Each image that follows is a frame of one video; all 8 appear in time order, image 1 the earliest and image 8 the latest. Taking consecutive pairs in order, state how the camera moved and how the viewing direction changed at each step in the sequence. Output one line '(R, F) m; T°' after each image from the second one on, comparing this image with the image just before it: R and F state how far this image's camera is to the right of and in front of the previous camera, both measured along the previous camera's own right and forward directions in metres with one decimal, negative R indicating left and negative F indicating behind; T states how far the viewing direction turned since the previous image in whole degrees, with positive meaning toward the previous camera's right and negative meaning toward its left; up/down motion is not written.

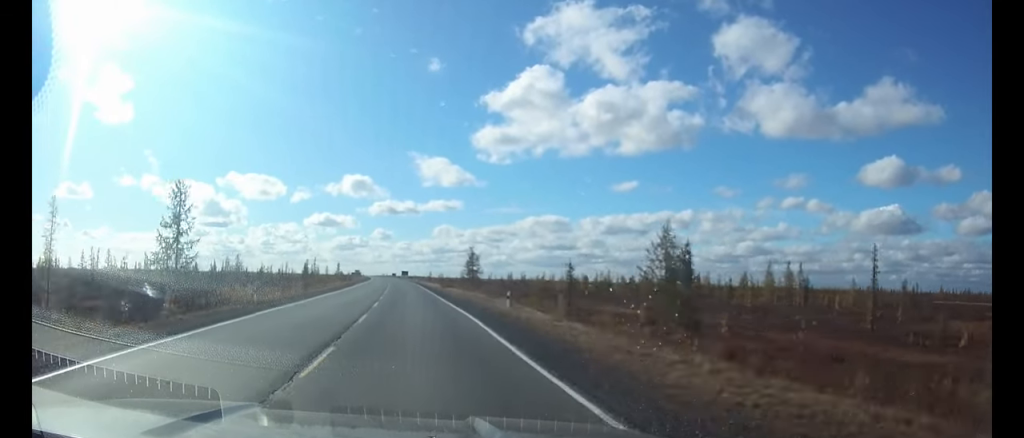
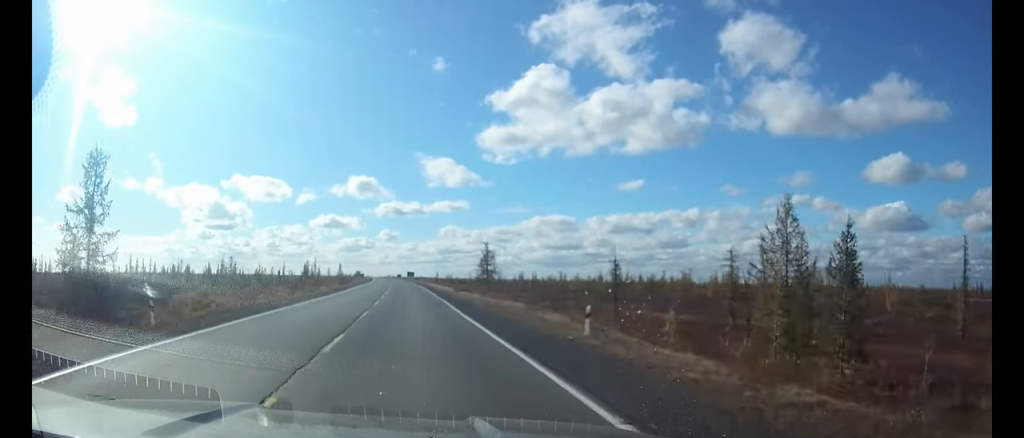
(-0.1, +13.2) m; -1°
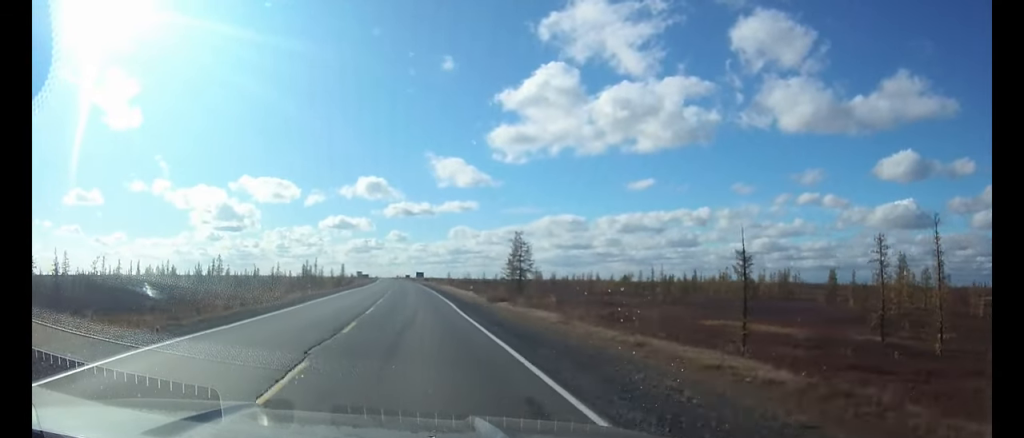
(-0.2, +19.3) m; -1°
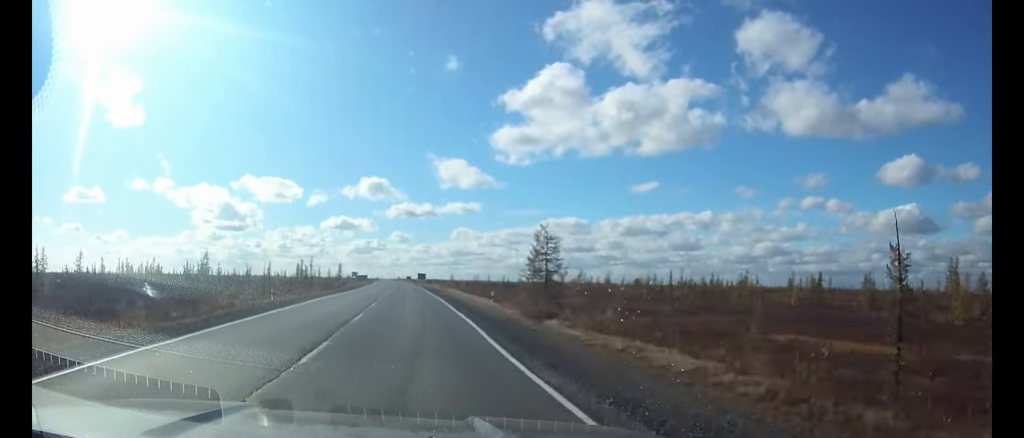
(-0.1, +12.6) m; 0°
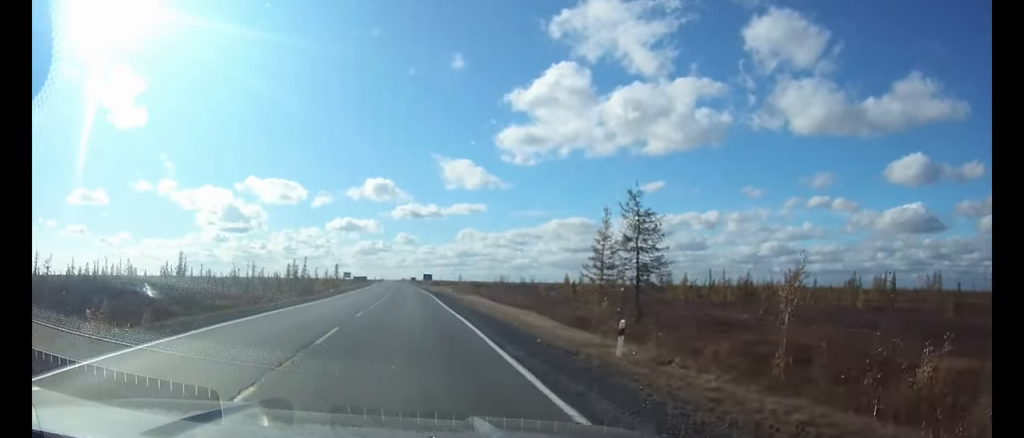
(-0.1, +21.2) m; -1°
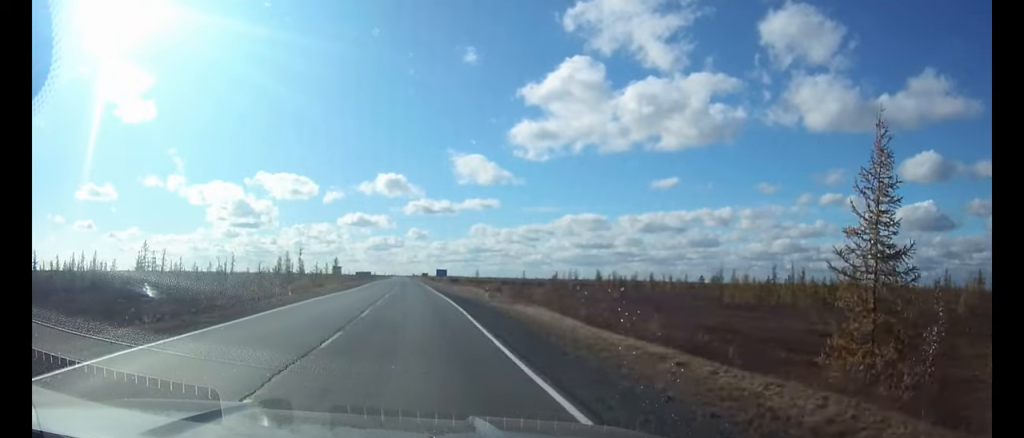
(-0.2, +24.6) m; -1°
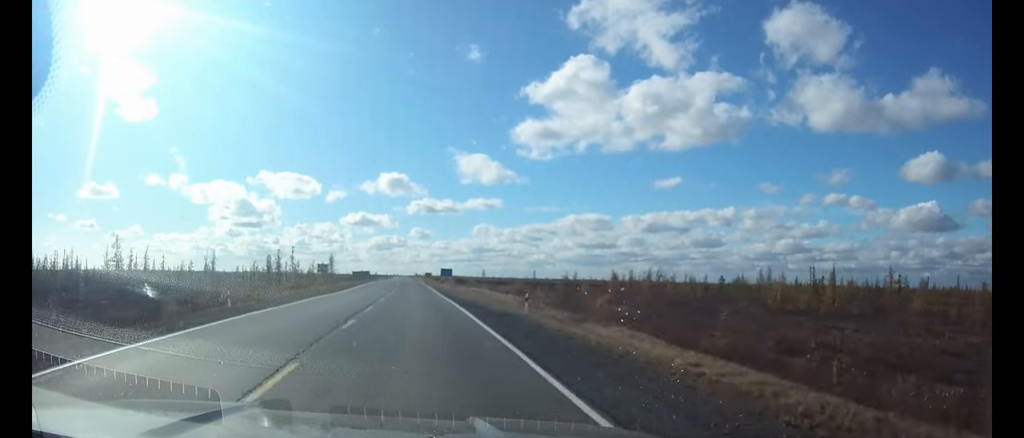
(0.0, +12.3) m; 0°
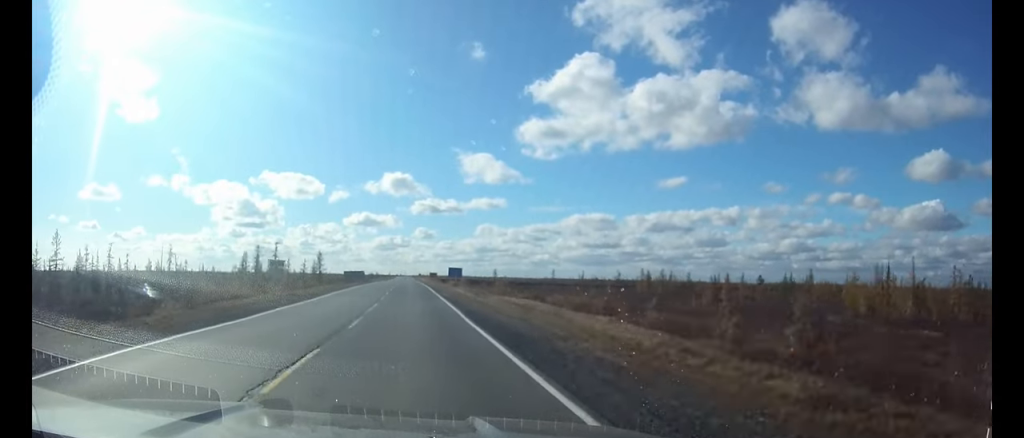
(-0.1, +21.4) m; 0°
